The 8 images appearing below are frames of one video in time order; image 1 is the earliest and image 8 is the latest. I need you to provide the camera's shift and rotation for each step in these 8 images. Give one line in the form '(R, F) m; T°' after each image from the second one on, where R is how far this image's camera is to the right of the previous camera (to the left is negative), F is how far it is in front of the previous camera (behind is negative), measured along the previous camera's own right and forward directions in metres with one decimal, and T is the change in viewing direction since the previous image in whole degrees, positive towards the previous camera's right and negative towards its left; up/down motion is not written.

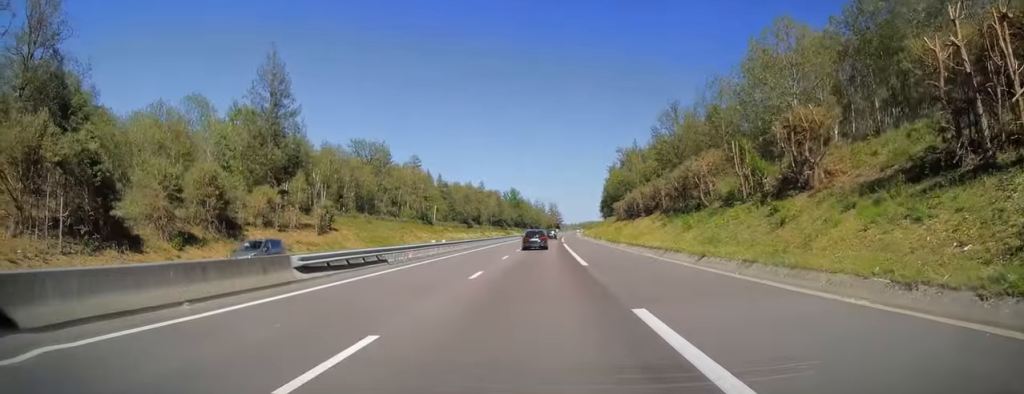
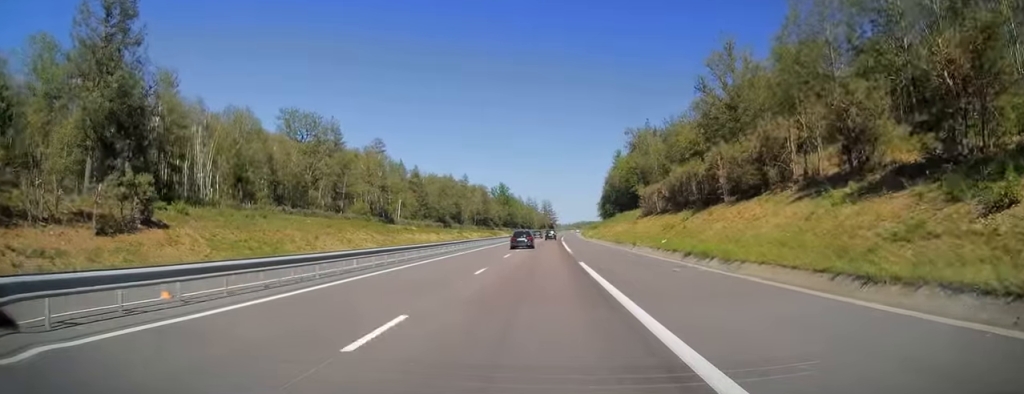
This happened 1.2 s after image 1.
(+0.1, +36.7) m; 0°
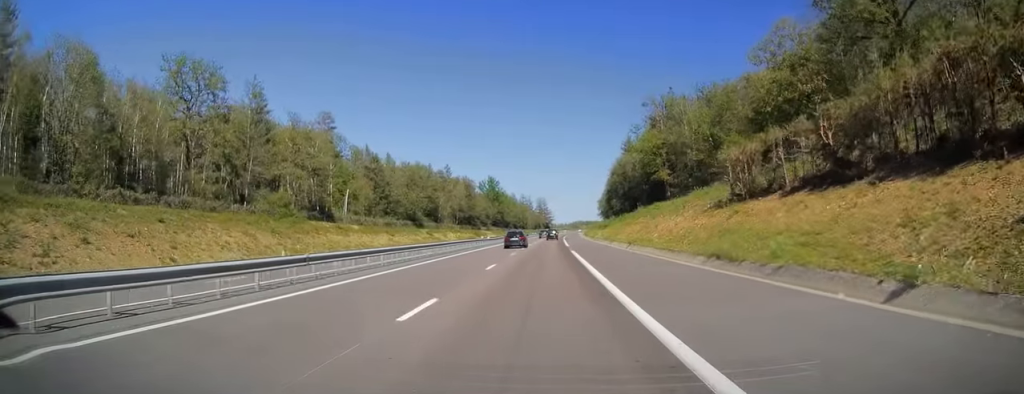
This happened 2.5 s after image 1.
(0.0, +36.3) m; 0°
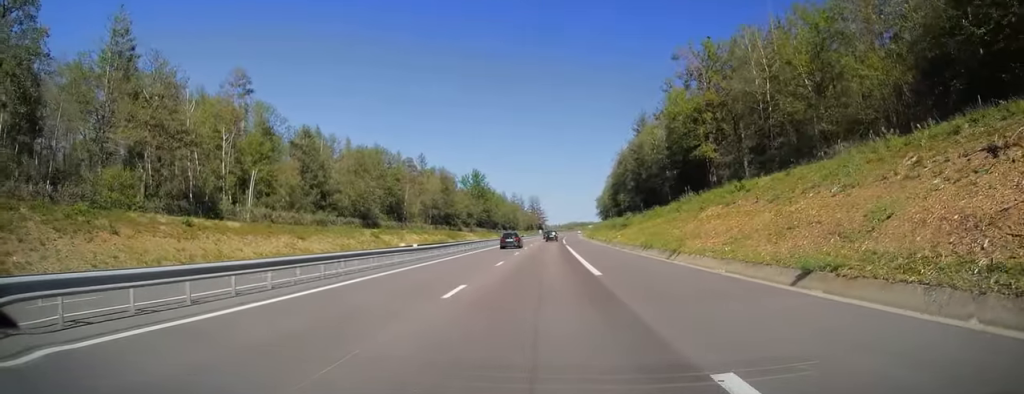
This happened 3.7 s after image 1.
(+0.3, +35.3) m; +1°
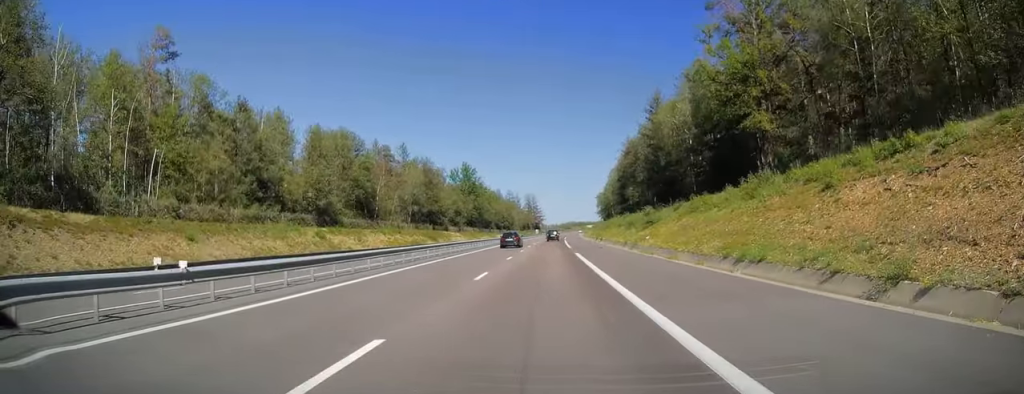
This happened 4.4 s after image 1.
(+0.2, +21.0) m; 0°
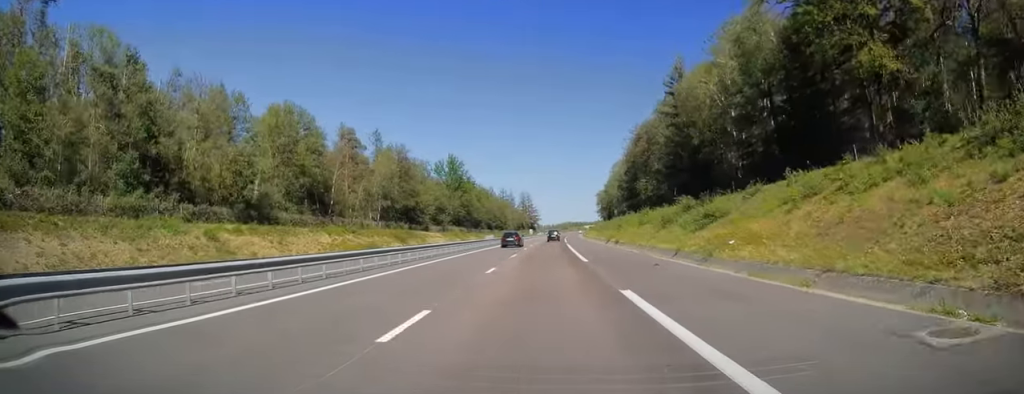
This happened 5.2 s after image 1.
(0.0, +23.1) m; 0°
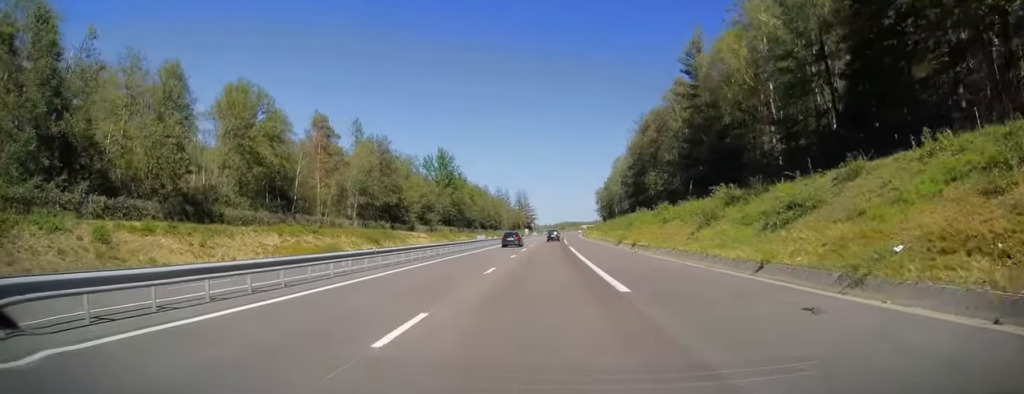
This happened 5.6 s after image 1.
(0.0, +13.2) m; 0°
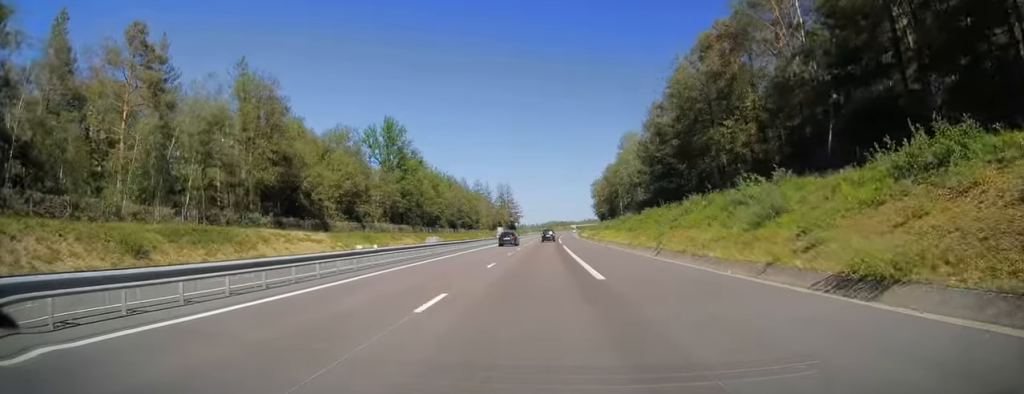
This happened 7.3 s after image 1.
(+0.6, +48.5) m; +1°
